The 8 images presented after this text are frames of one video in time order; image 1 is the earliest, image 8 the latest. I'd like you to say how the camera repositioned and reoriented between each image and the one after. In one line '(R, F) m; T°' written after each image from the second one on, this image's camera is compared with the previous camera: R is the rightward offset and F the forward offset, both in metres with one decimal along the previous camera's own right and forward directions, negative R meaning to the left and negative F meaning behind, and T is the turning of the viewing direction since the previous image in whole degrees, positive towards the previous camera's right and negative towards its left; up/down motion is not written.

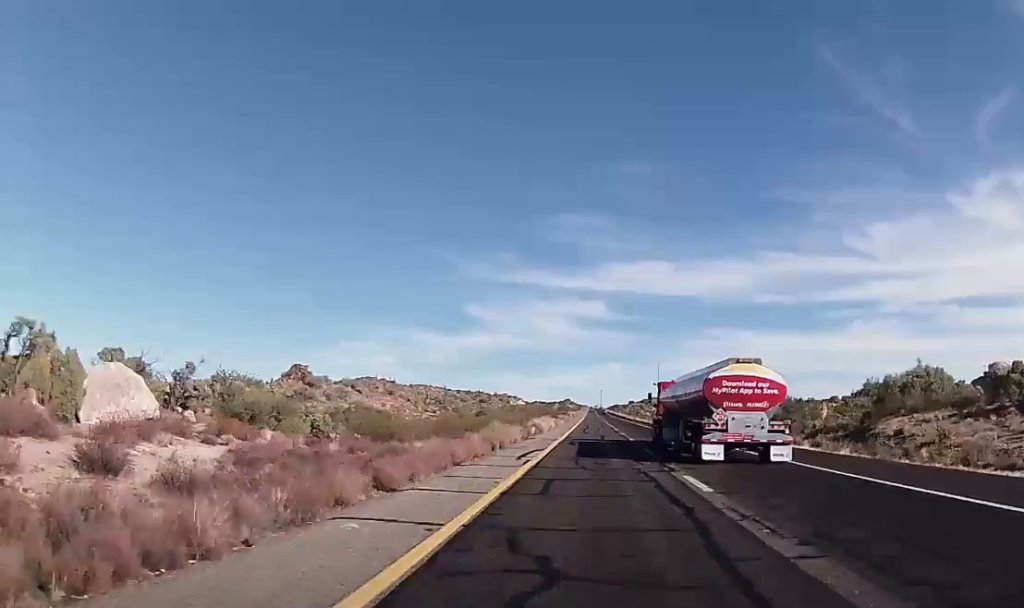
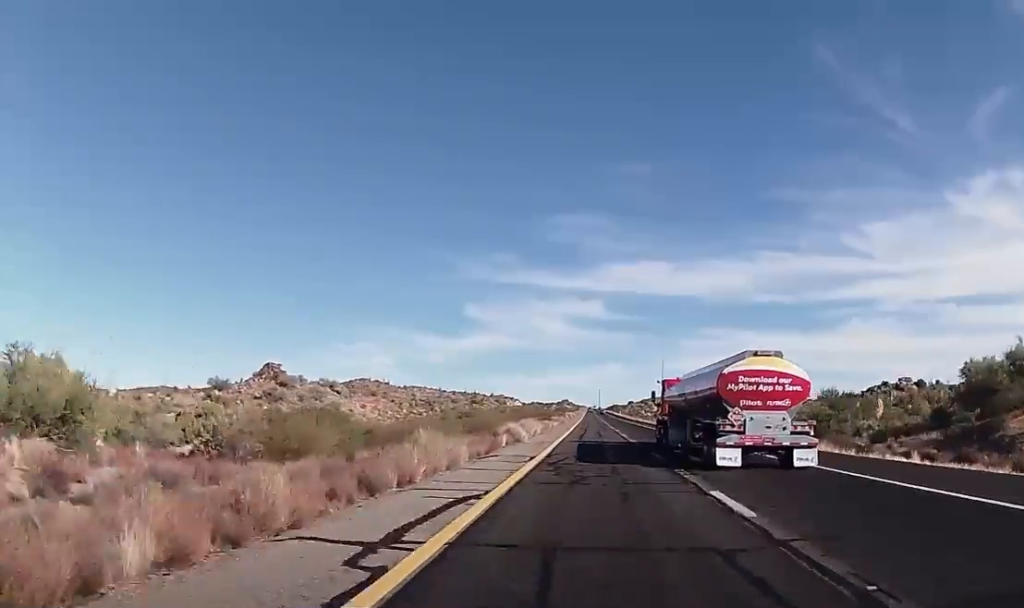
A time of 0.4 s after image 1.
(+0.2, +15.4) m; 0°
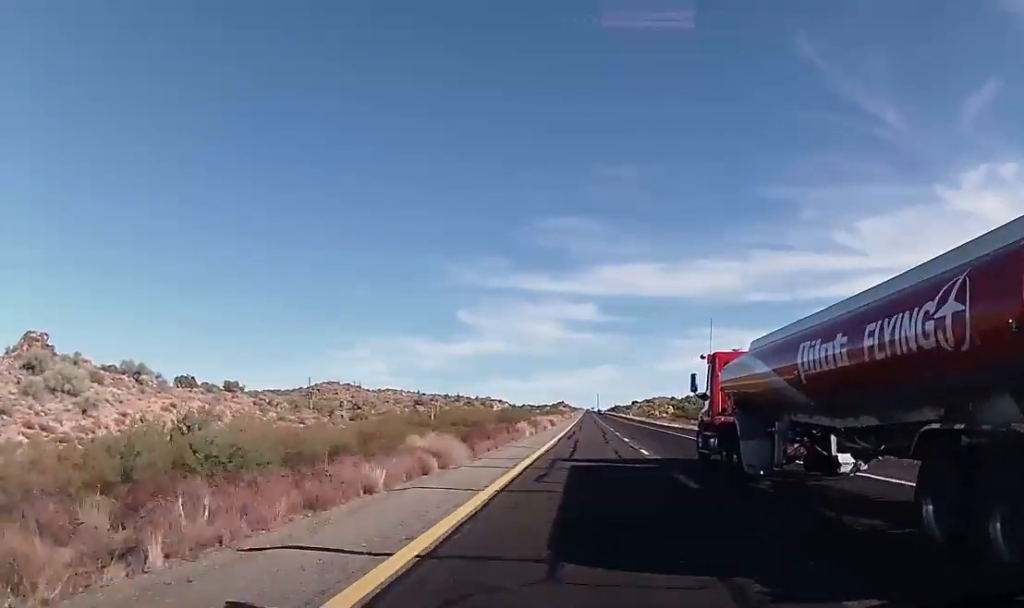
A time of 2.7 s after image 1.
(0.0, +80.1) m; 0°
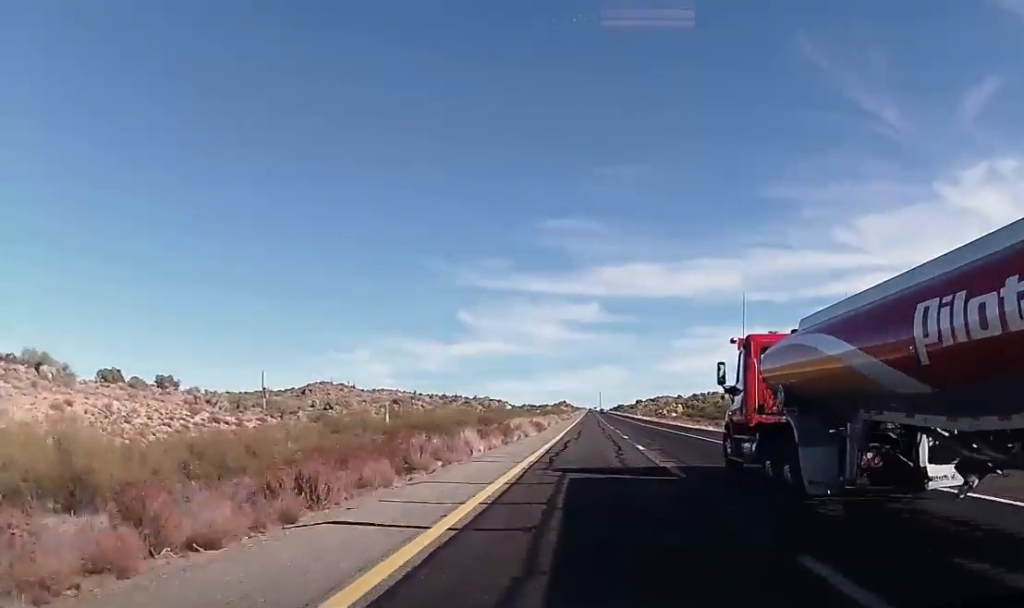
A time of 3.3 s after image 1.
(+0.1, +21.7) m; 0°
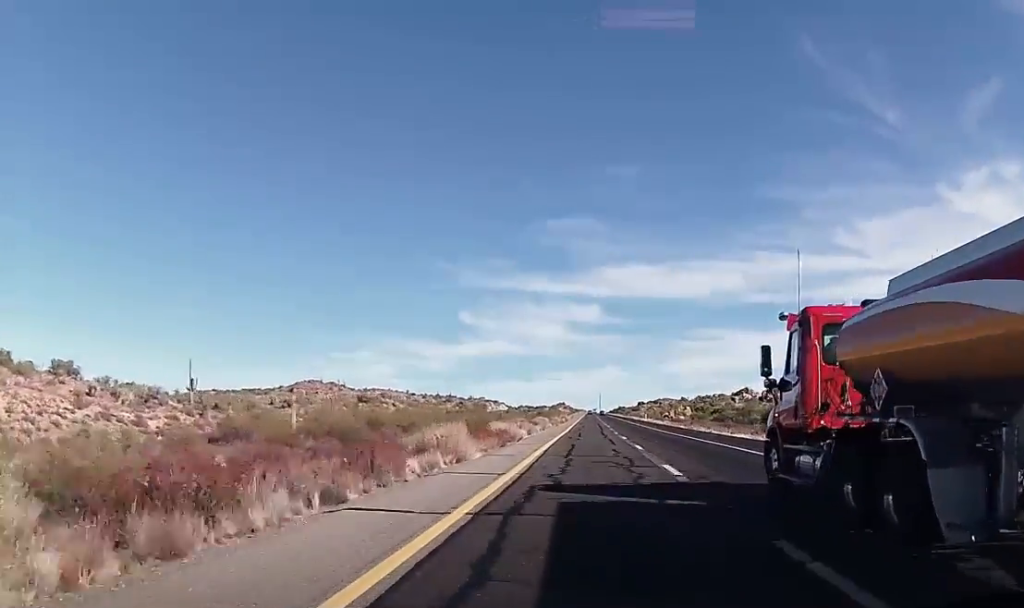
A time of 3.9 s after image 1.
(-0.3, +23.0) m; -1°
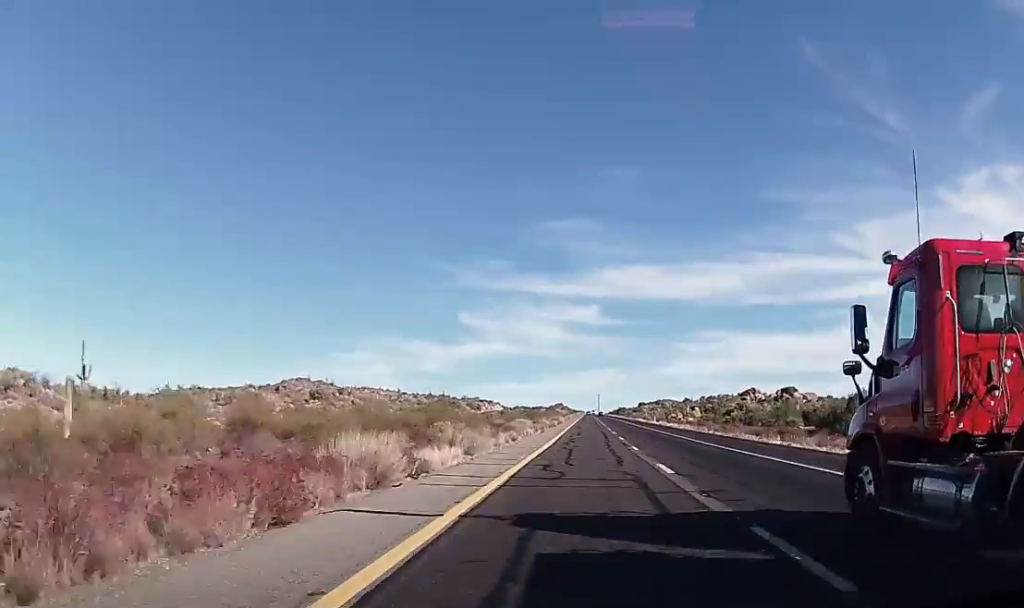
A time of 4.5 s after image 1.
(0.0, +23.1) m; 0°
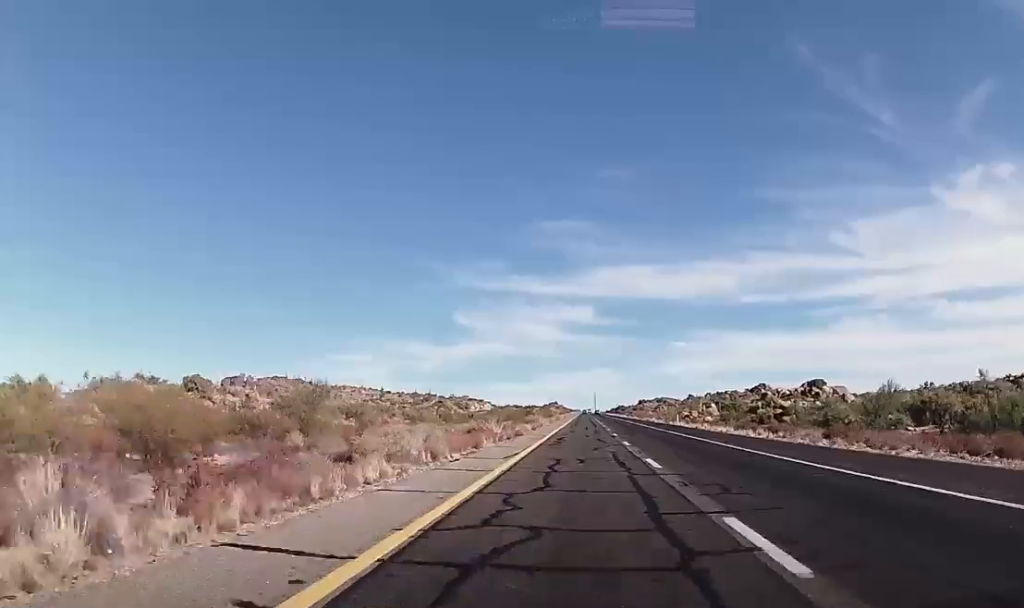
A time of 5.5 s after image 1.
(+0.2, +35.4) m; +1°
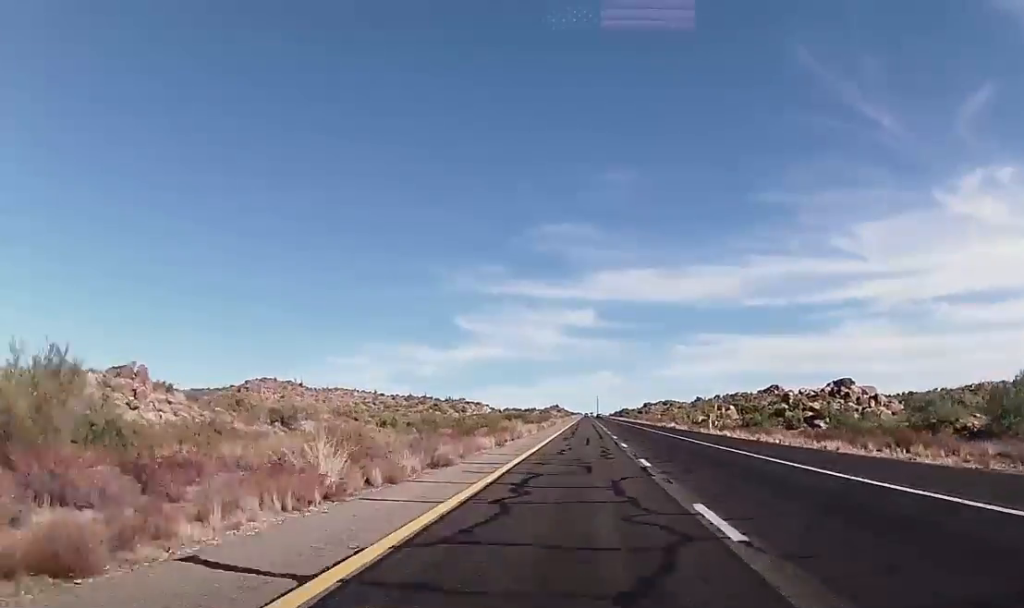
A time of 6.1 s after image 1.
(+0.2, +22.2) m; 0°
